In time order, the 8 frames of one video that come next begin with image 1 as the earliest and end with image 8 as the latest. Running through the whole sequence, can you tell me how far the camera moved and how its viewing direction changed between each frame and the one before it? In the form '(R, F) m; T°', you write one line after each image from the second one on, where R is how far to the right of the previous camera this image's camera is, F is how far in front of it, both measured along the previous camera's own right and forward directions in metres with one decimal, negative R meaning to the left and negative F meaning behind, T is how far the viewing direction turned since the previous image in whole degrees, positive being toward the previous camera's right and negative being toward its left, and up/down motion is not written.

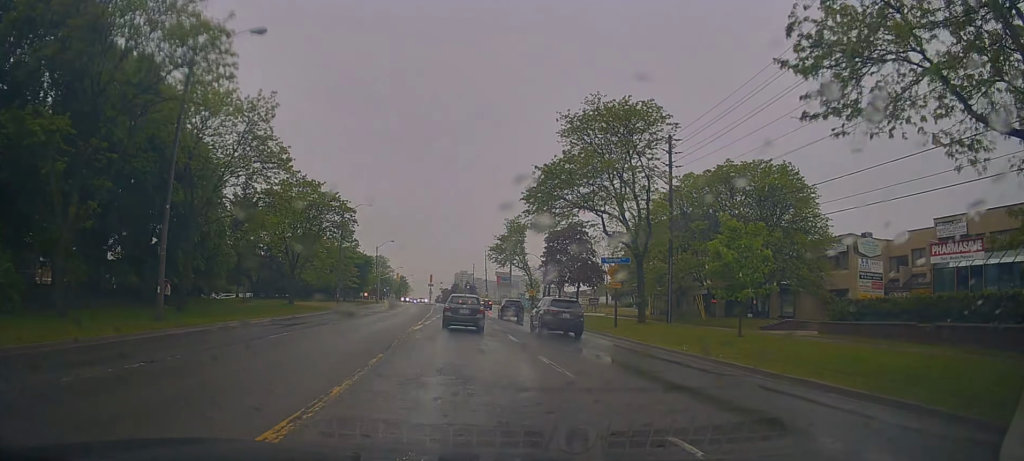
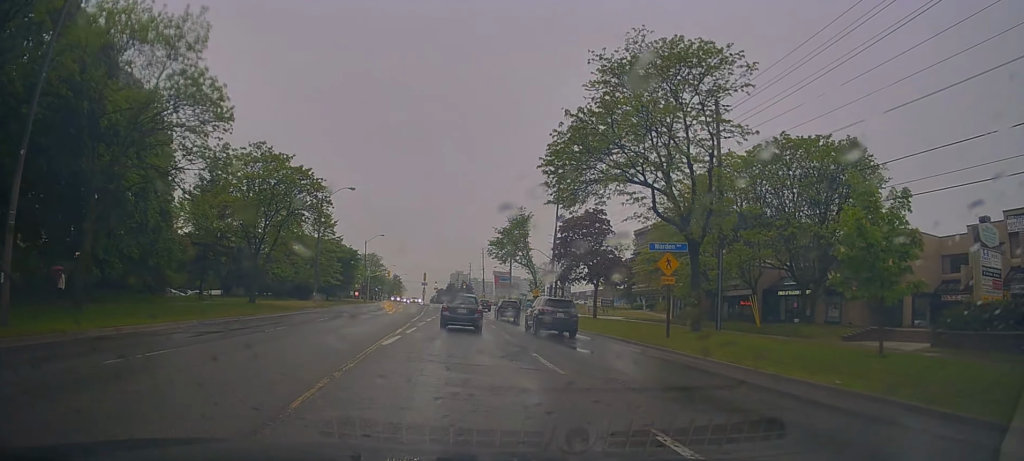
(-0.4, +9.1) m; +2°
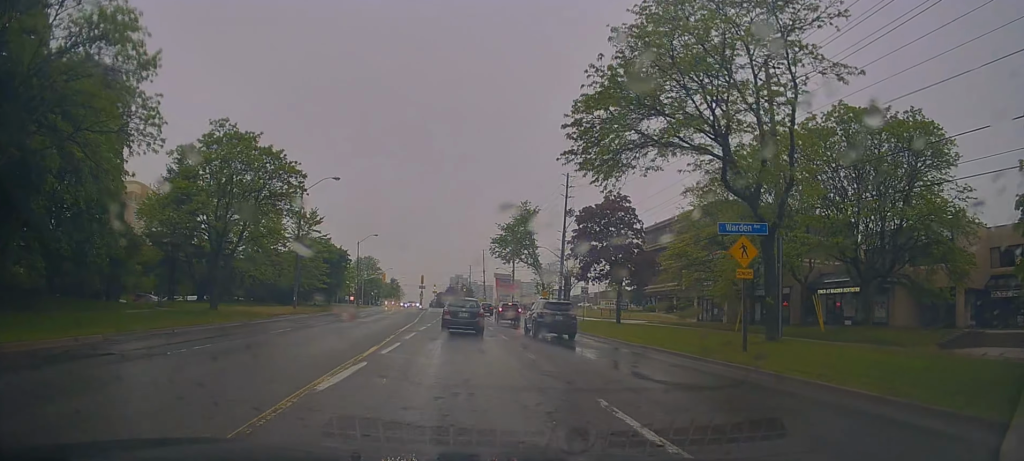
(+0.8, +6.7) m; 0°
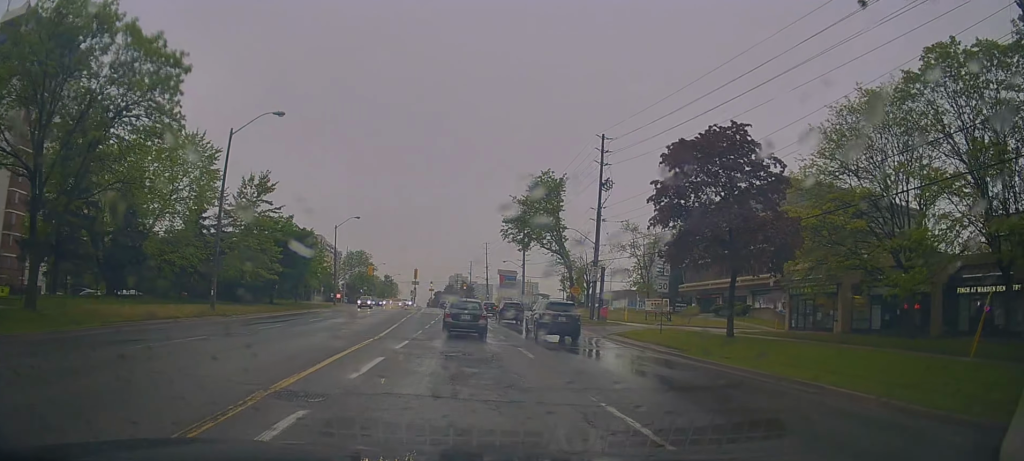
(-0.9, +16.8) m; -1°
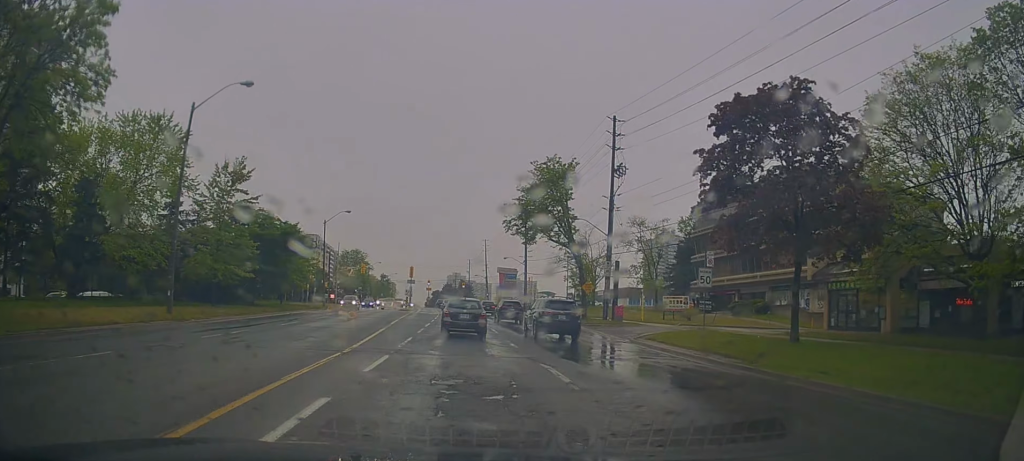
(+0.1, +5.1) m; +1°
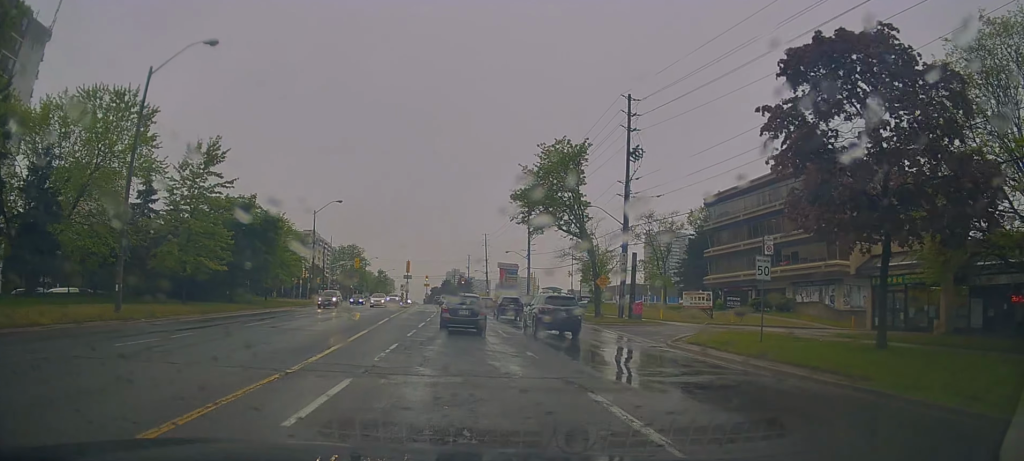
(0.0, +4.9) m; 0°
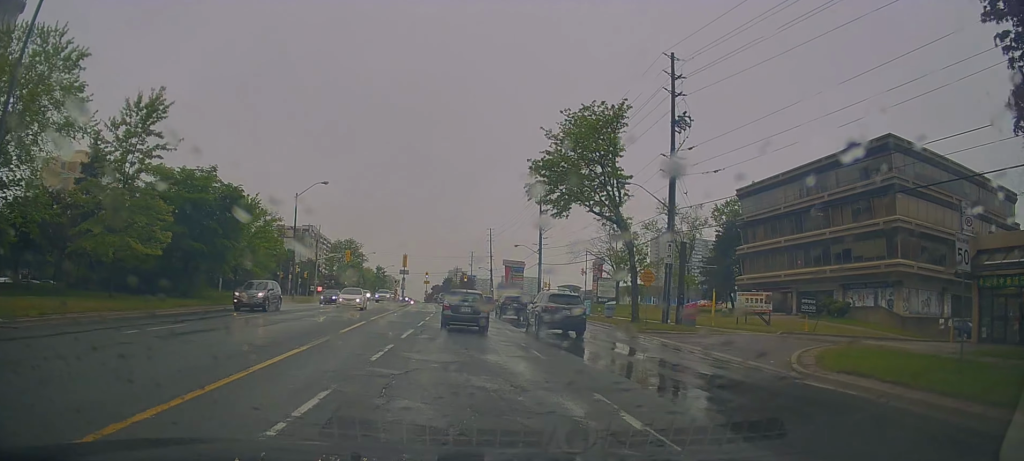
(+0.1, +8.5) m; -1°
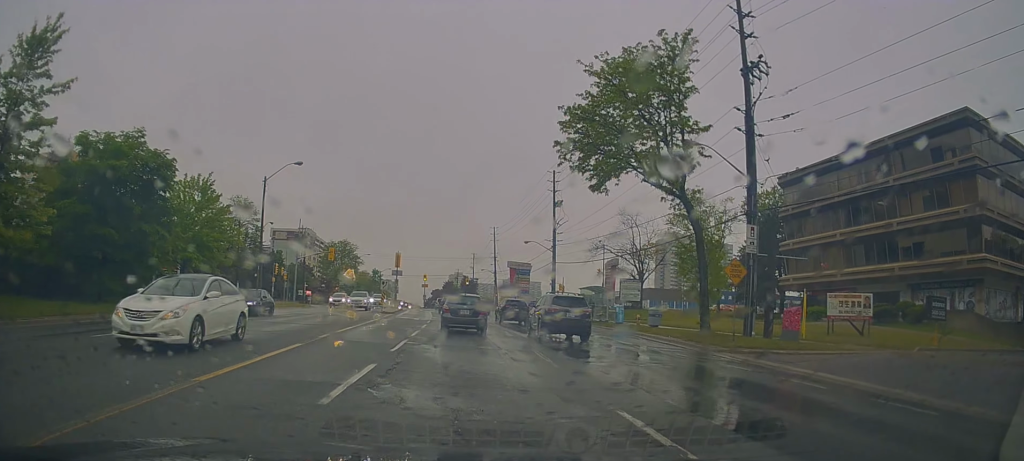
(-0.2, +9.8) m; -1°
